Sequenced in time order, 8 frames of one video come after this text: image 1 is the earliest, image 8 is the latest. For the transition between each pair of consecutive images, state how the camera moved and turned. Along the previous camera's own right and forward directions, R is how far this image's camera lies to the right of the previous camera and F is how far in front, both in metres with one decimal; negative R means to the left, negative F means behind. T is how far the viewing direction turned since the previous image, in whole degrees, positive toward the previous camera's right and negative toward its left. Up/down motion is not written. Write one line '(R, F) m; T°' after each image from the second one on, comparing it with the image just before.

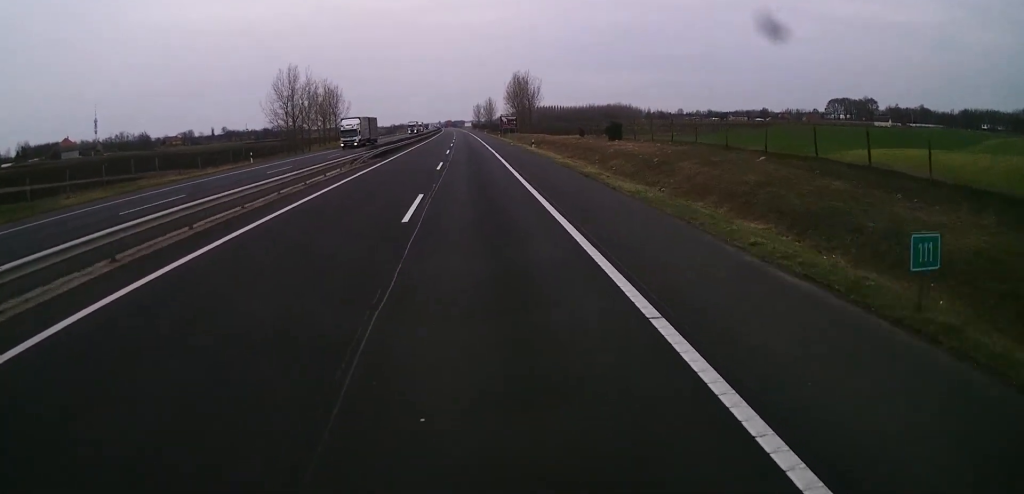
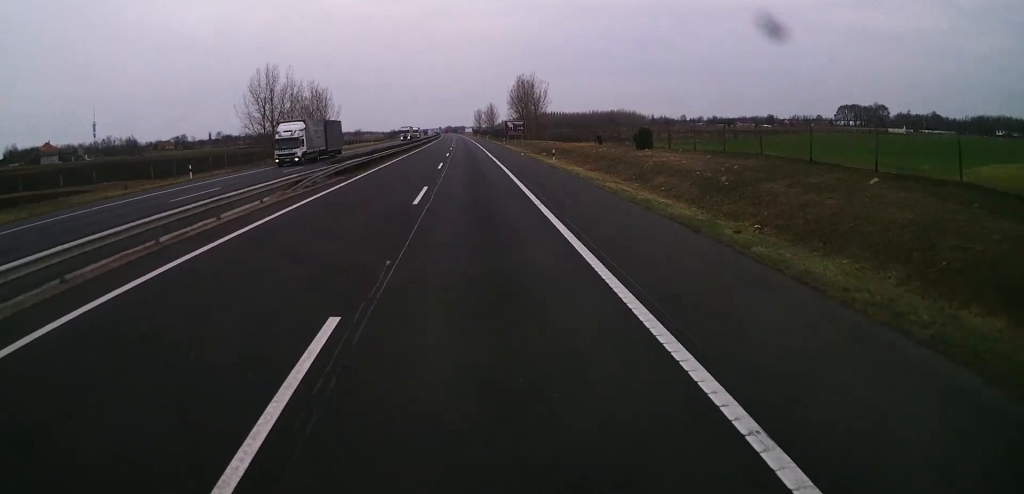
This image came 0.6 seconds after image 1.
(0.0, +13.9) m; 0°
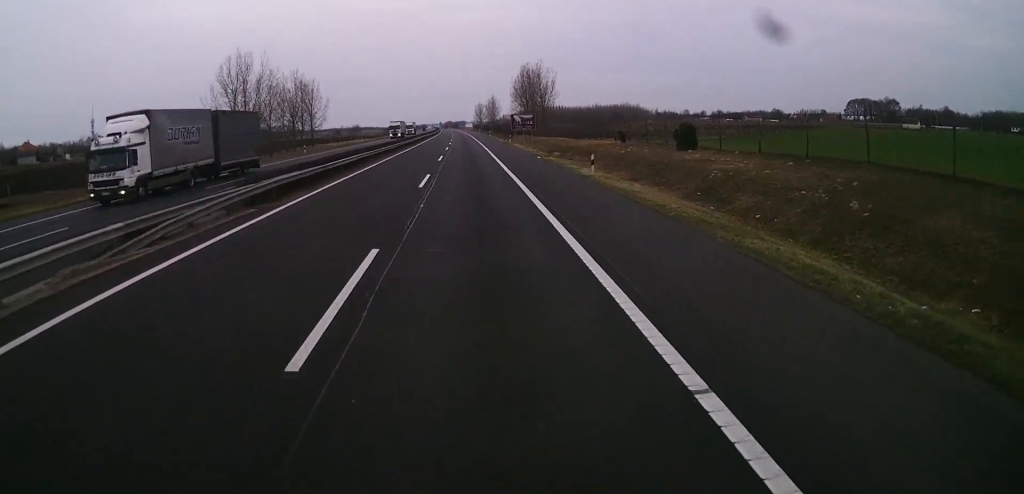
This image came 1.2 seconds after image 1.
(0.0, +13.9) m; 0°
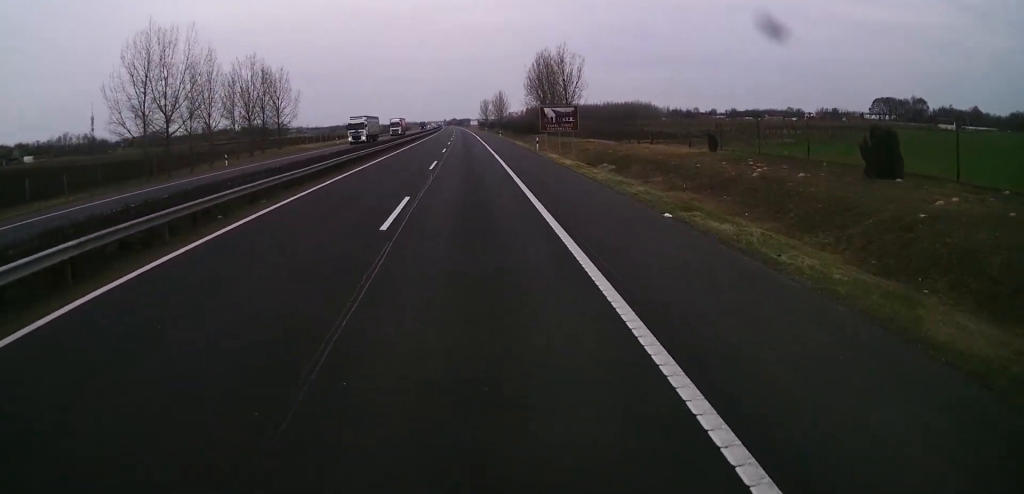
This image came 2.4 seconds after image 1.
(-0.1, +28.6) m; -1°
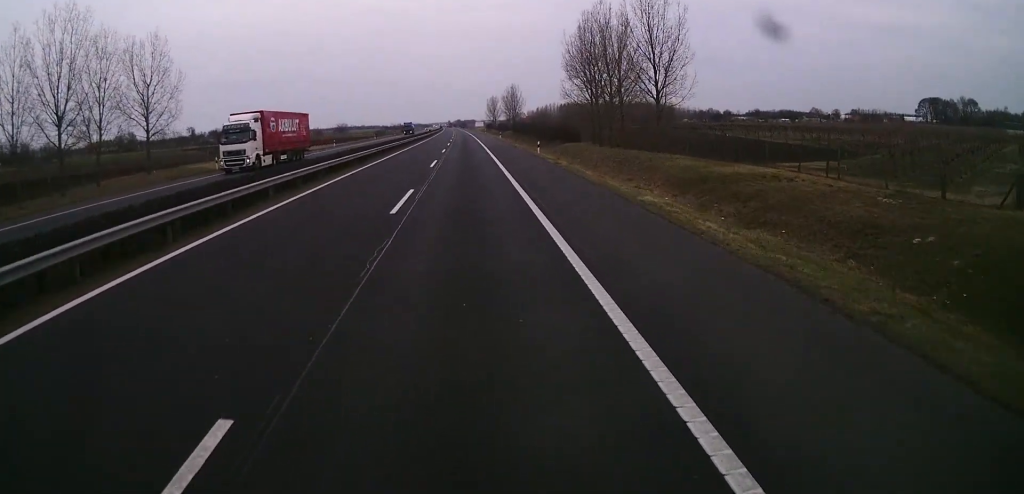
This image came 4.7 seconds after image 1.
(-0.1, +51.7) m; 0°
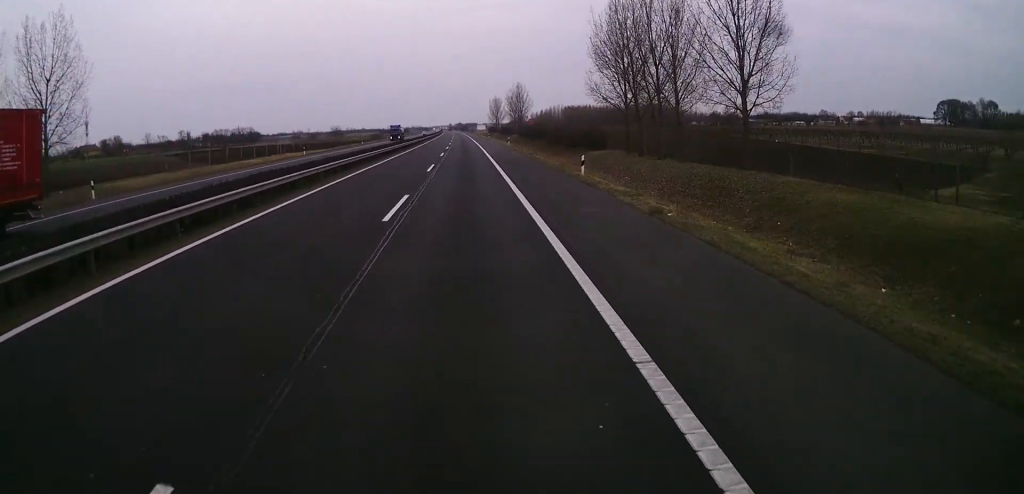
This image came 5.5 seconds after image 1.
(0.0, +19.2) m; 0°
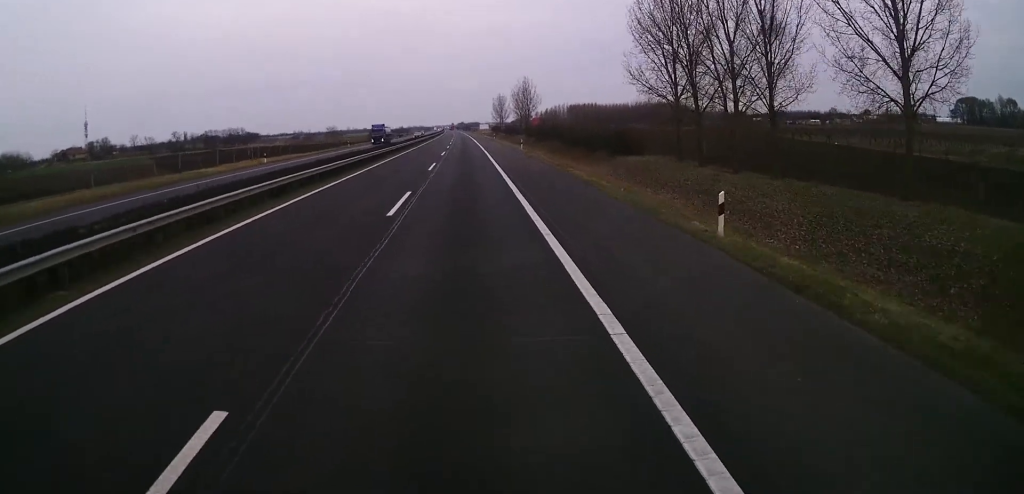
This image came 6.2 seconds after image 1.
(+0.1, +16.9) m; 0°
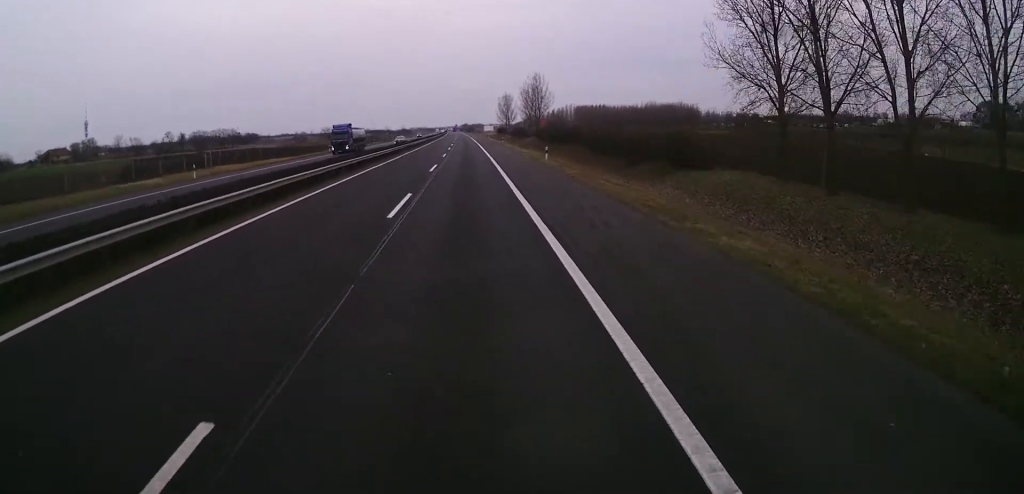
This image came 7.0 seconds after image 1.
(-0.2, +18.5) m; -1°
